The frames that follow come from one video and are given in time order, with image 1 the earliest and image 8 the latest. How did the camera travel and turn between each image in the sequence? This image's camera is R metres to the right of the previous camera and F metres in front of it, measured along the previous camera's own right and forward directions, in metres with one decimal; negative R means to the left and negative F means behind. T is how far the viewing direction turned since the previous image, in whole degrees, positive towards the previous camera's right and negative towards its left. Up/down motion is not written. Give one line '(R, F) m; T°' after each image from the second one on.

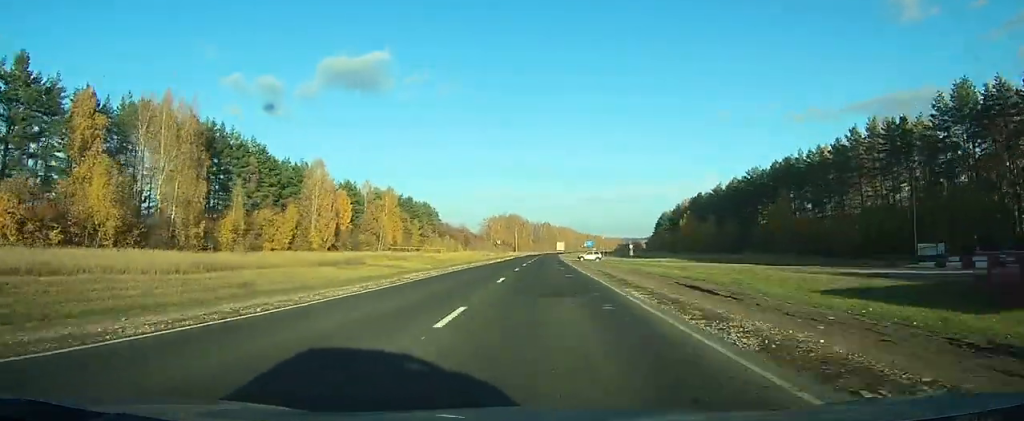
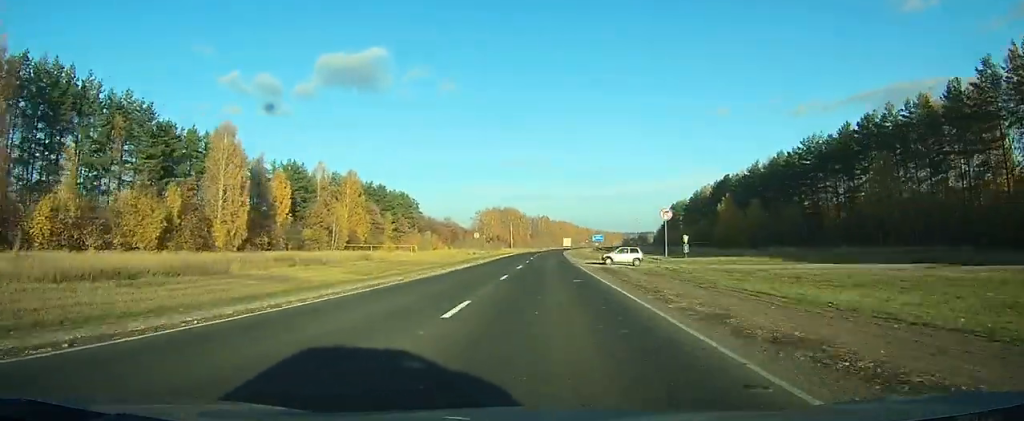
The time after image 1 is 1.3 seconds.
(0.0, +35.9) m; 0°
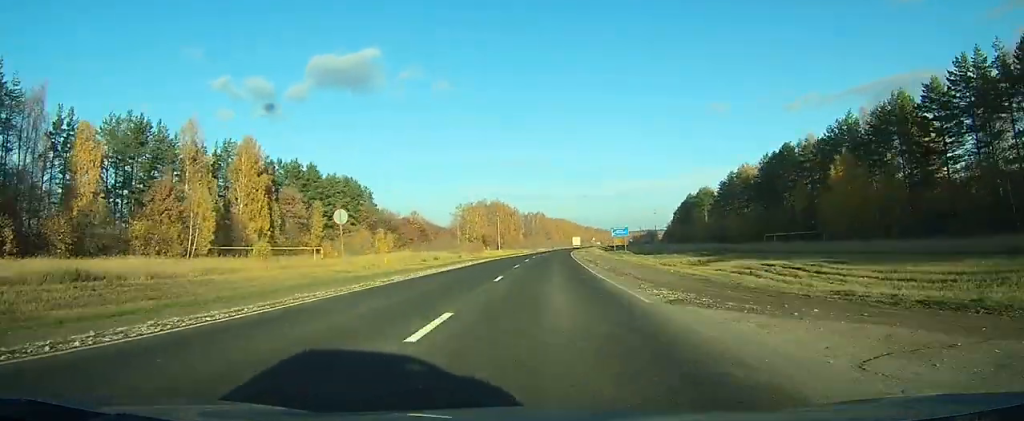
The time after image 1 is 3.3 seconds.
(0.0, +50.5) m; 0°
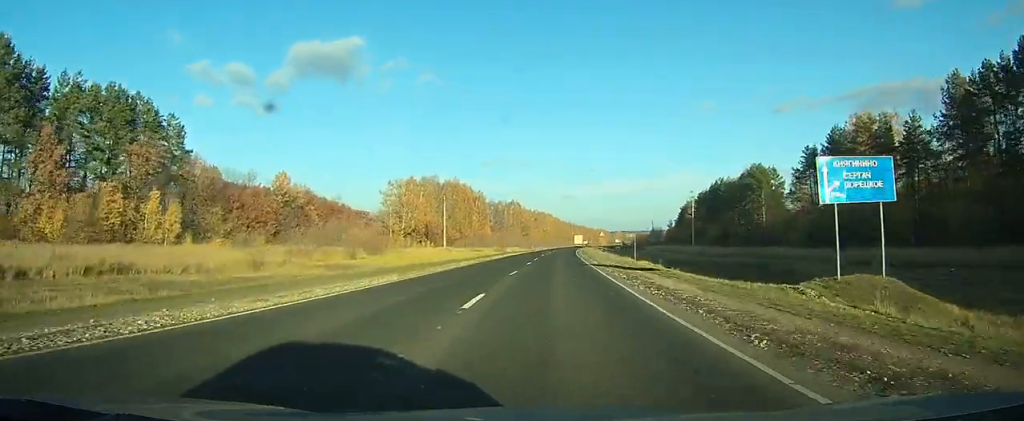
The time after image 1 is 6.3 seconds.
(+1.7, +77.1) m; +3°
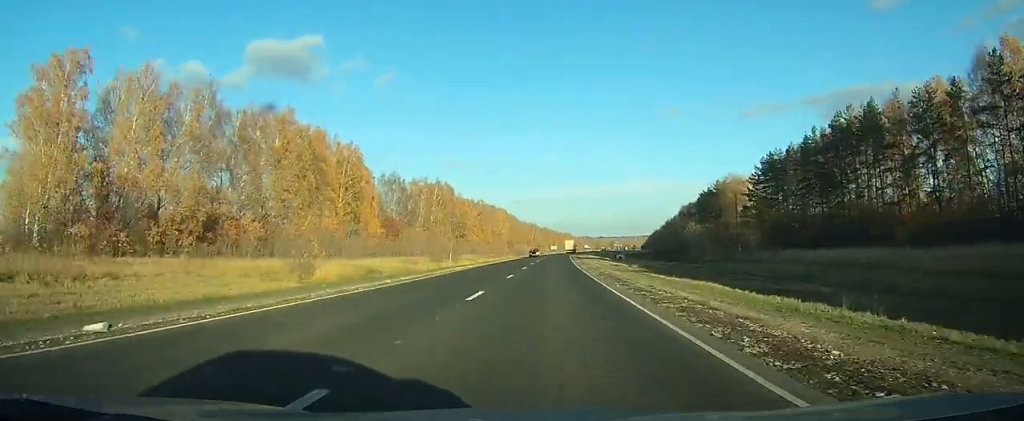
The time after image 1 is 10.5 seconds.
(+4.0, +119.5) m; +4°
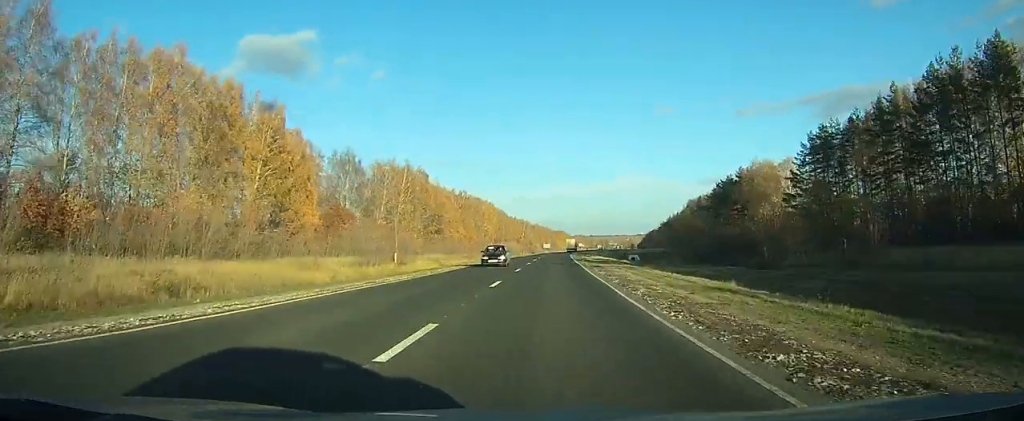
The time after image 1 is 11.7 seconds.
(+0.2, +32.3) m; +1°
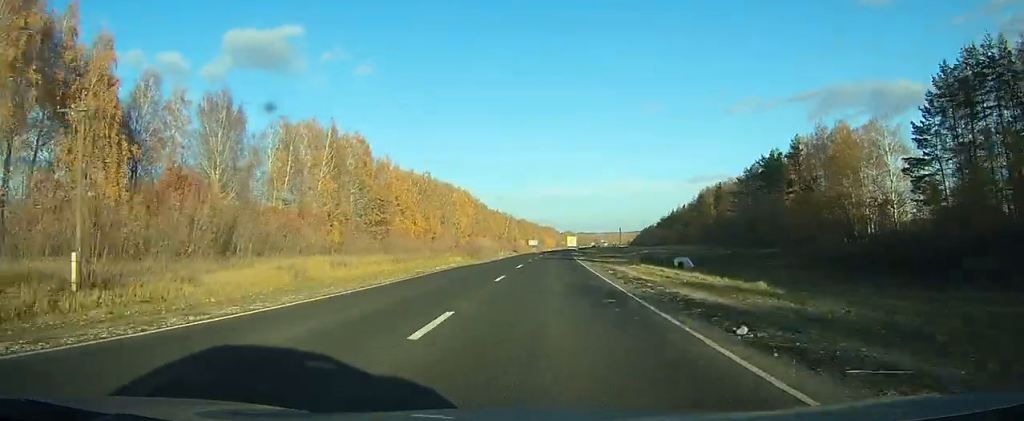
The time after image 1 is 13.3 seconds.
(+0.5, +46.0) m; +1°
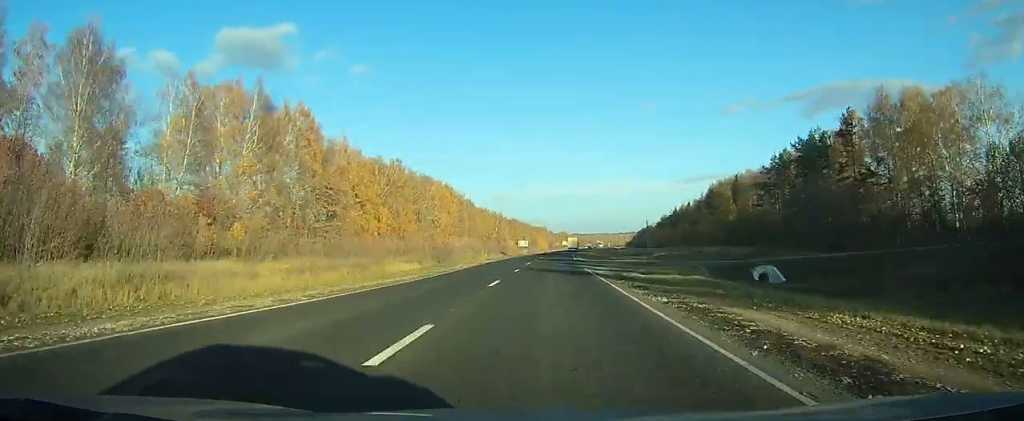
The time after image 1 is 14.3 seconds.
(+0.2, +24.1) m; +1°
